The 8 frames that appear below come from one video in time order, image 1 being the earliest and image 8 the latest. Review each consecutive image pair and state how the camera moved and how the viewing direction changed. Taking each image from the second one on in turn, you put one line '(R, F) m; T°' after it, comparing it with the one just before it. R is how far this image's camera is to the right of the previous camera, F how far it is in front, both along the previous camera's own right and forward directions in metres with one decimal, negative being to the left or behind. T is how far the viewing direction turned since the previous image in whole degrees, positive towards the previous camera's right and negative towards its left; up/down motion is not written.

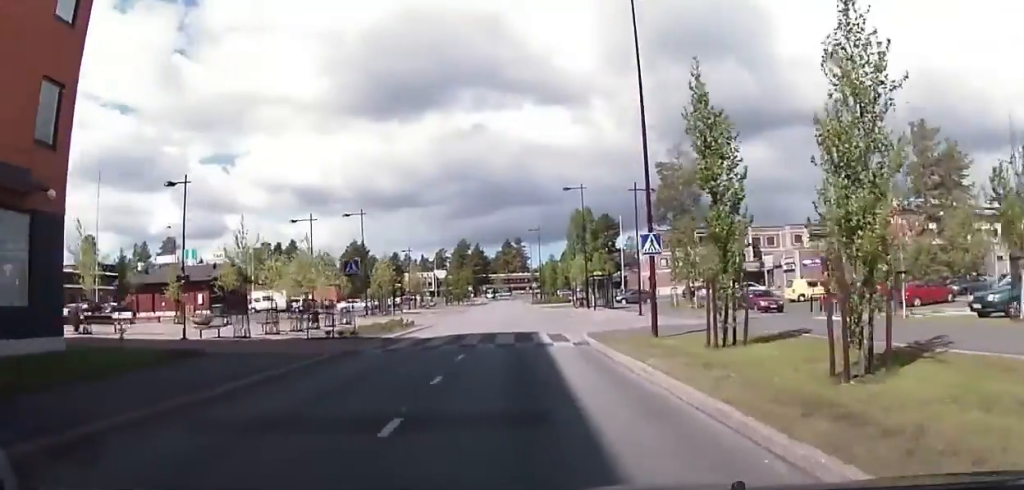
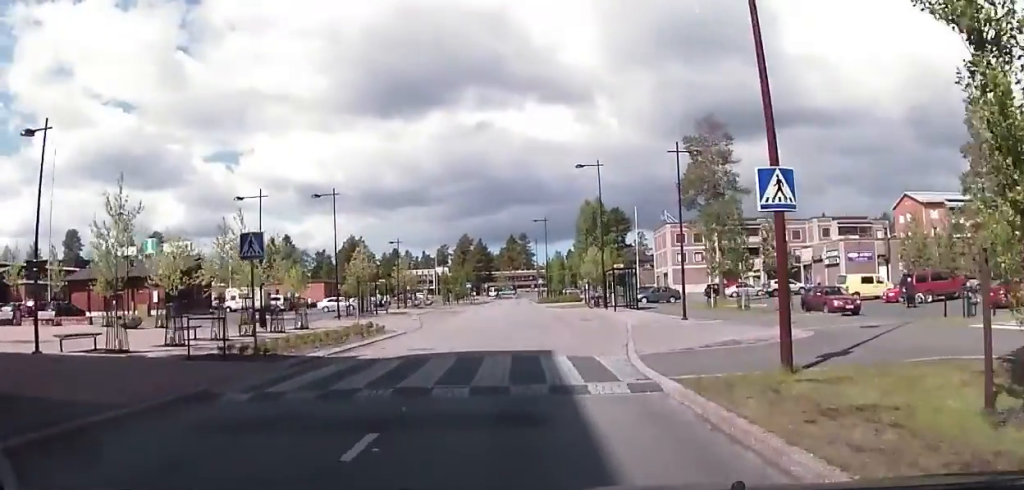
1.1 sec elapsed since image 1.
(+0.9, +9.3) m; +3°
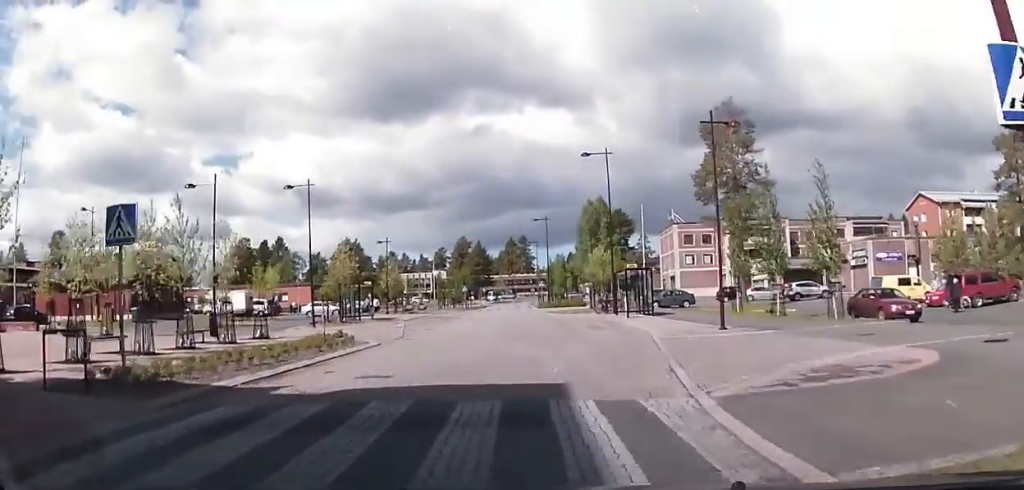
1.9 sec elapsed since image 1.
(-0.3, +5.9) m; -2°
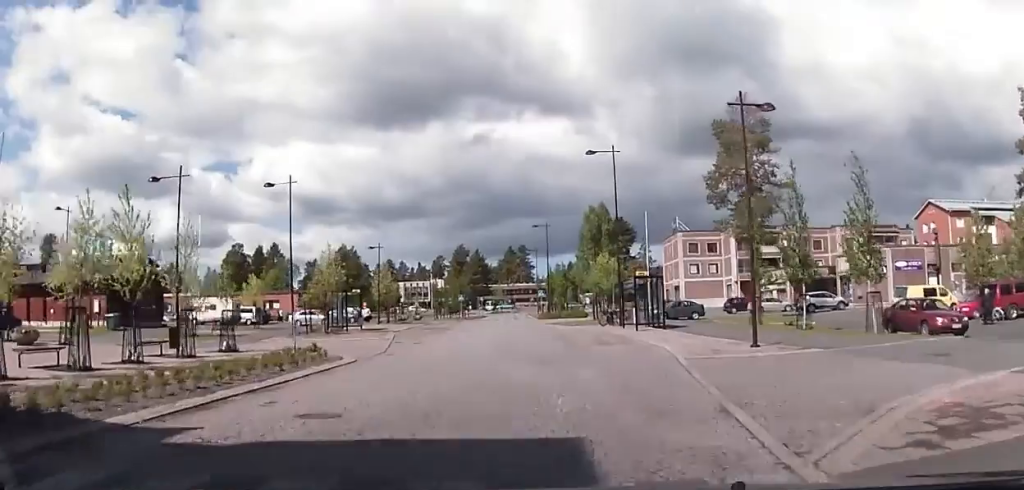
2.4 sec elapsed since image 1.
(0.0, +3.6) m; +3°
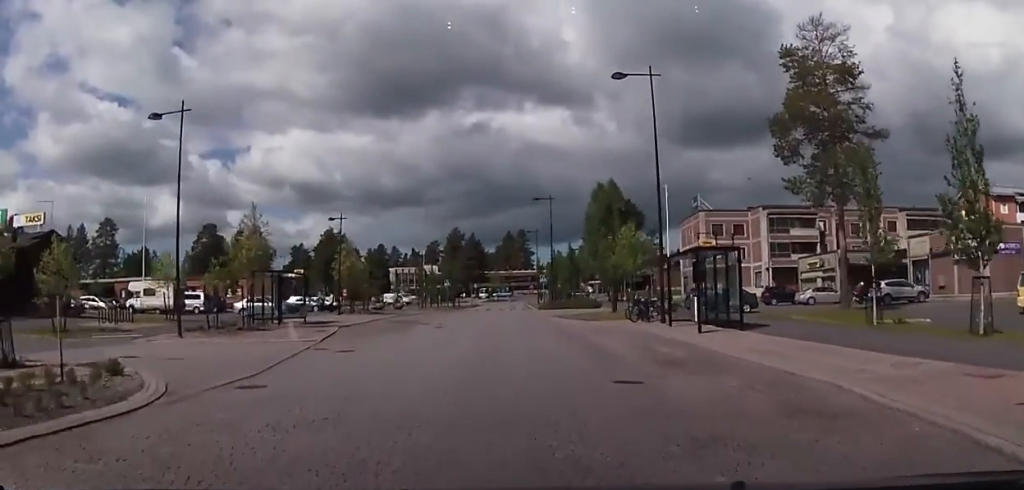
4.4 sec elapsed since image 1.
(+0.6, +13.3) m; -1°
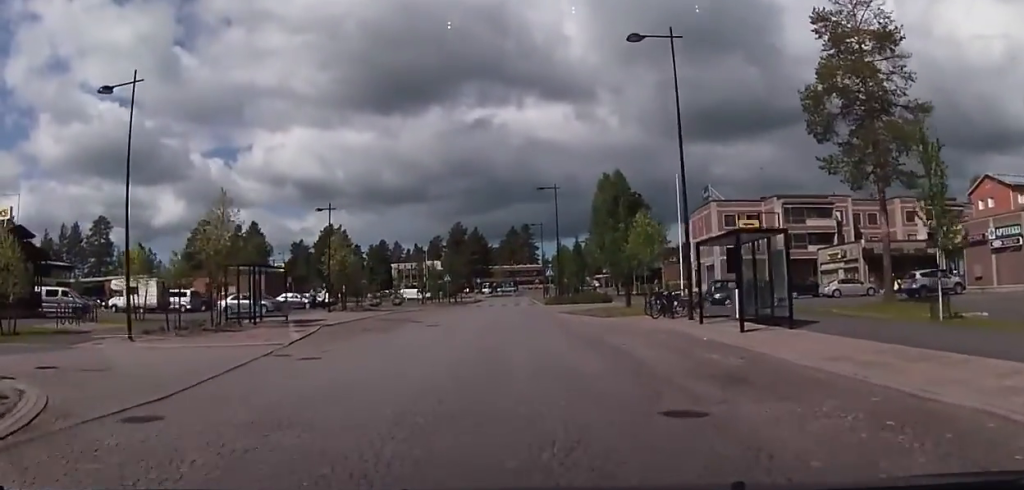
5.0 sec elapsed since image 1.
(-0.4, +3.7) m; -2°
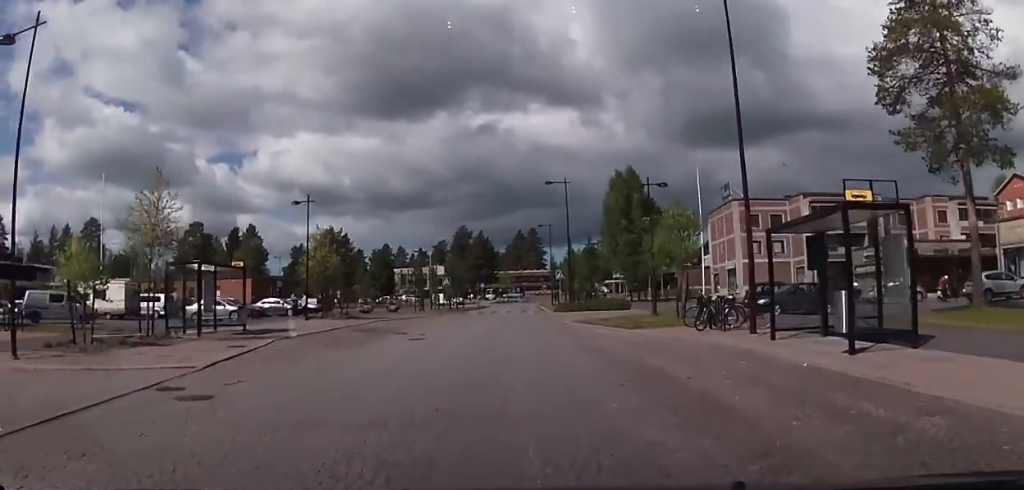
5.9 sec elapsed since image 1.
(+0.5, +5.7) m; +7°
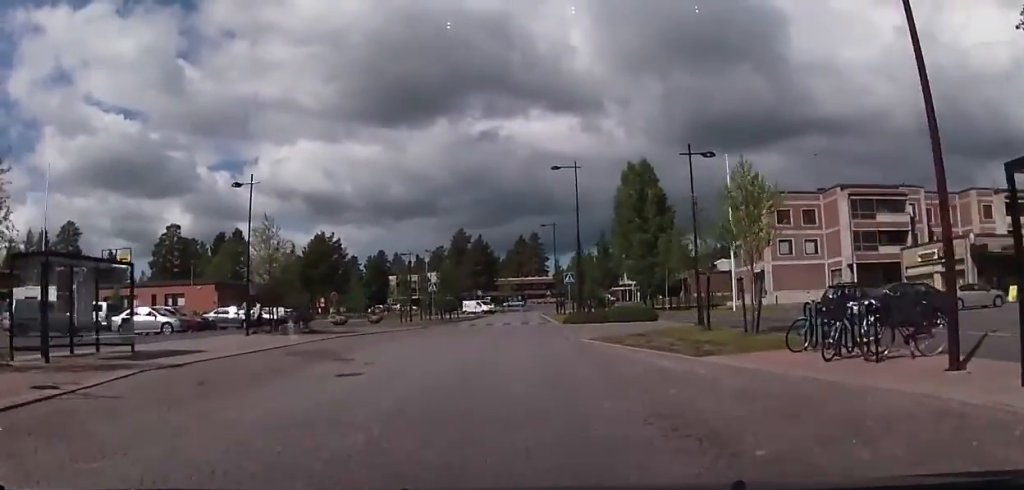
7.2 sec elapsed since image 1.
(0.0, +8.3) m; -5°
